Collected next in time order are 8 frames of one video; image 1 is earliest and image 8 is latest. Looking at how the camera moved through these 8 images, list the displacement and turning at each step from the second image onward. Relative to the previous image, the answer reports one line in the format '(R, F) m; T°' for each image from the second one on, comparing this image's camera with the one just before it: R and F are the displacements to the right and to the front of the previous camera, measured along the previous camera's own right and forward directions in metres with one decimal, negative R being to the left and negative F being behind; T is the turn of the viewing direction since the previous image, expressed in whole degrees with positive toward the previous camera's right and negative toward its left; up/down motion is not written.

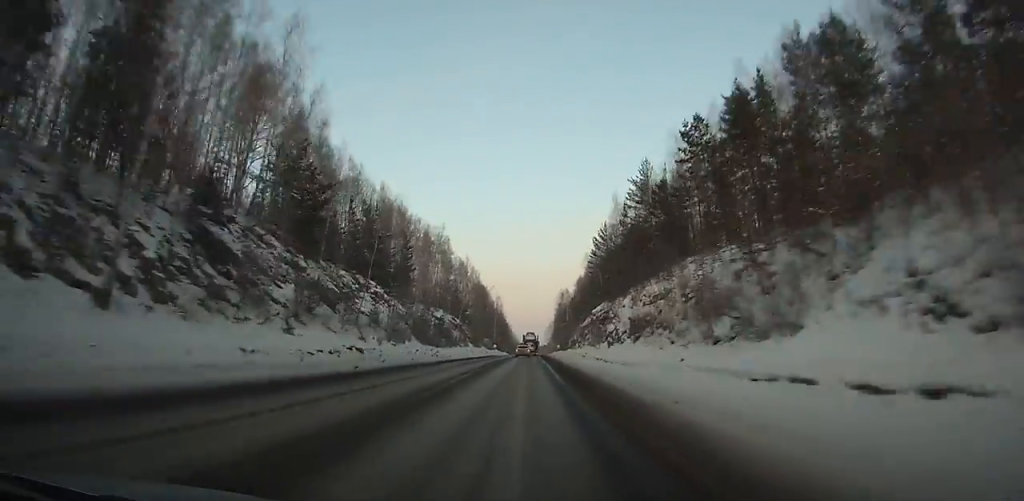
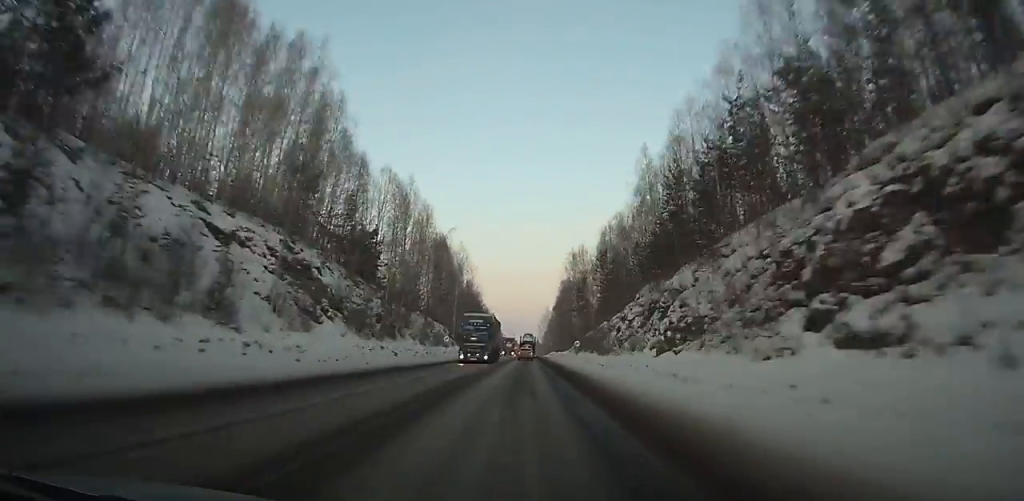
(+0.6, +73.0) m; +1°
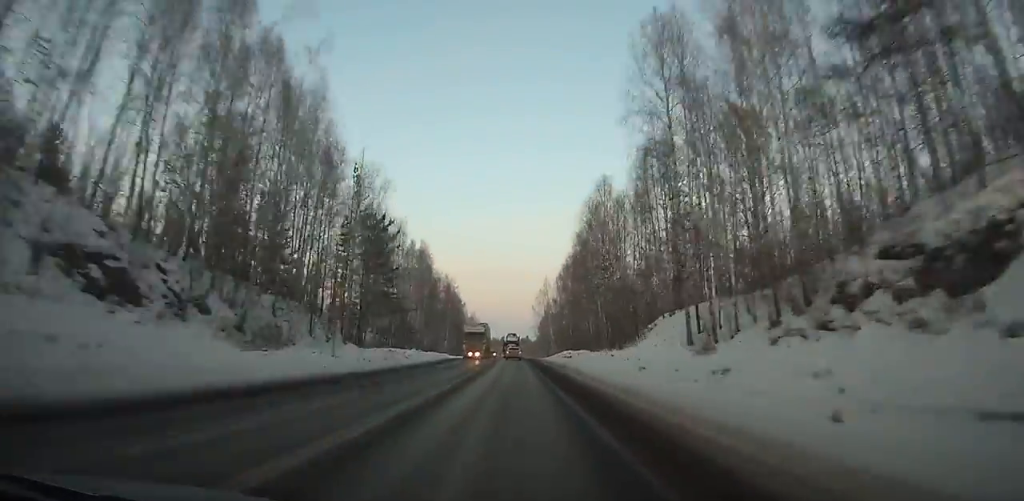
(+1.1, +81.9) m; +1°
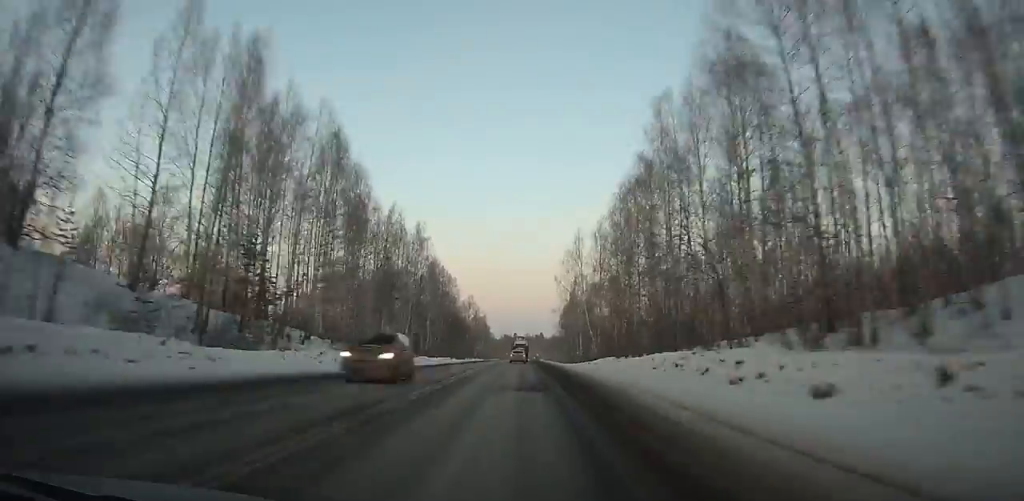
(-0.1, +51.7) m; 0°
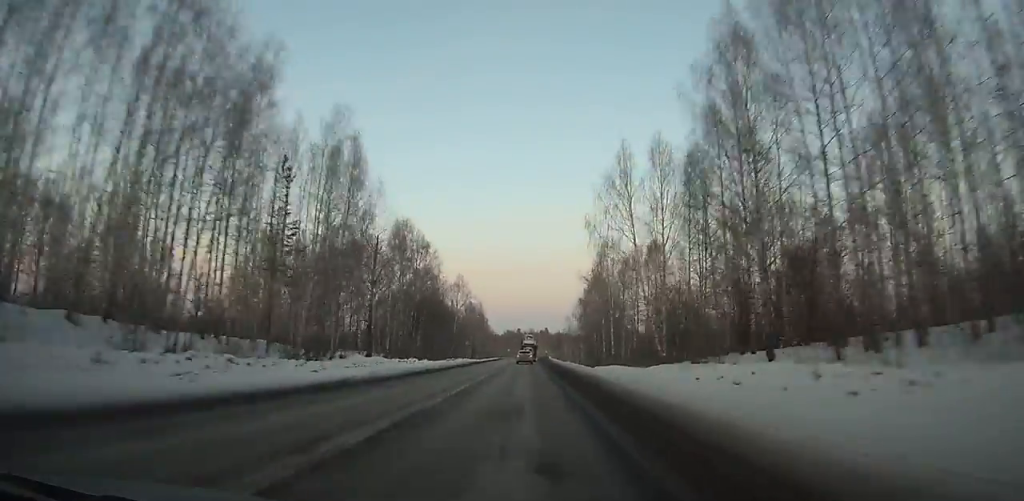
(0.0, +33.7) m; 0°
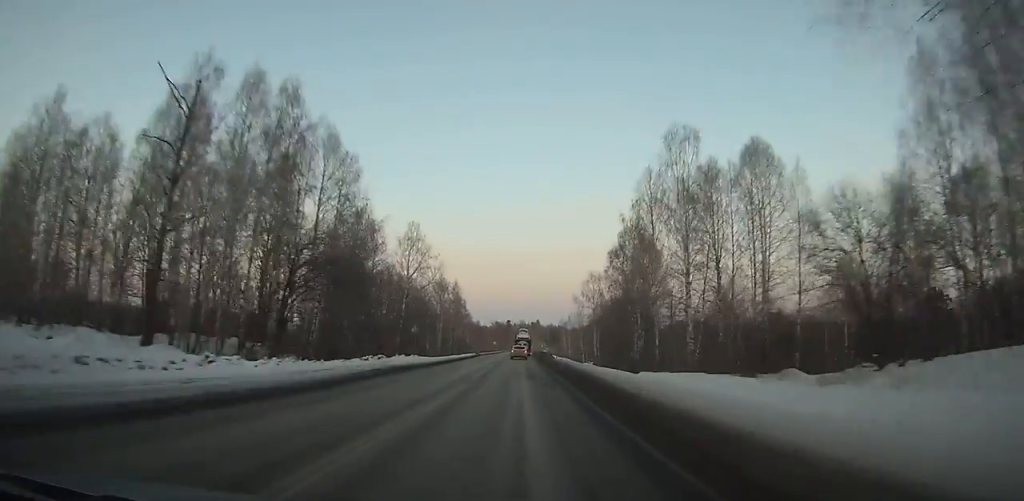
(0.0, +40.3) m; 0°
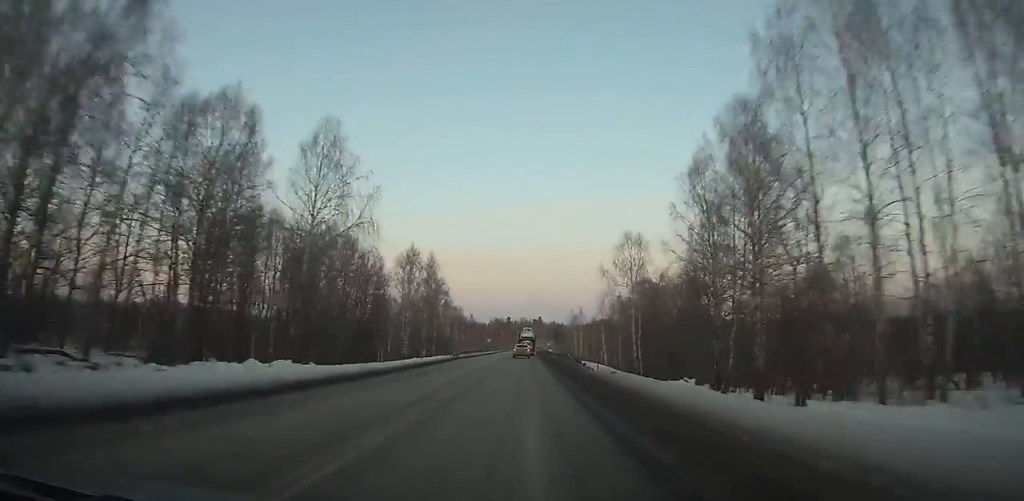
(-0.1, +32.3) m; 0°
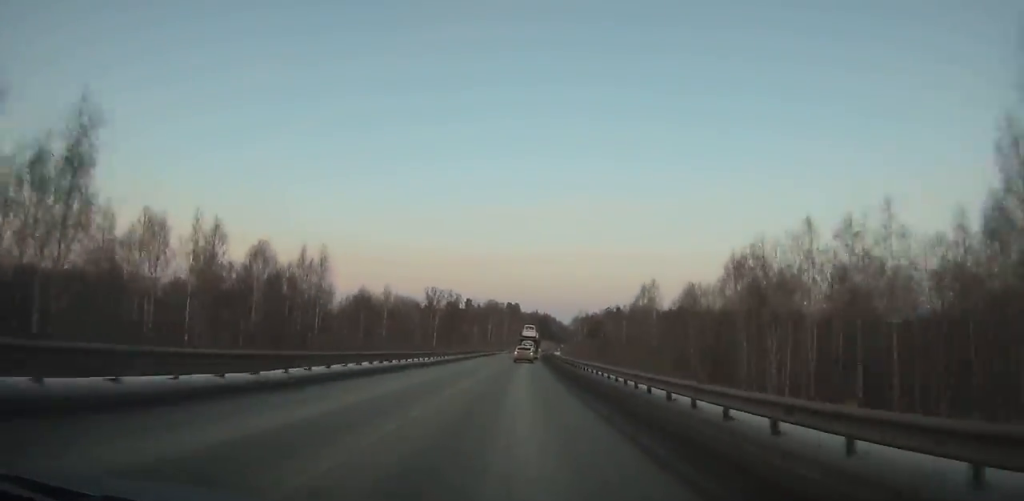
(+2.1, +170.0) m; +2°
